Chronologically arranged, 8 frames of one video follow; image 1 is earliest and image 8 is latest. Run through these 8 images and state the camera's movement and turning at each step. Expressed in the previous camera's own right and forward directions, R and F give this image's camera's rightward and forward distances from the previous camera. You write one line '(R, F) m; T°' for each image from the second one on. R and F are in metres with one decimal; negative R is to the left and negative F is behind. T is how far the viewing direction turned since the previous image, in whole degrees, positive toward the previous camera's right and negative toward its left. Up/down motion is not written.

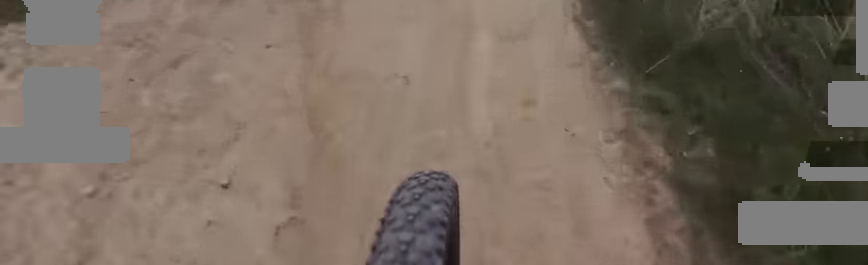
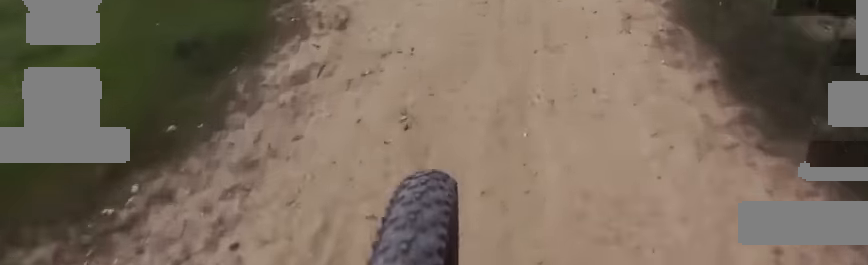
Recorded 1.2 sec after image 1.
(+0.9, +10.0) m; -5°
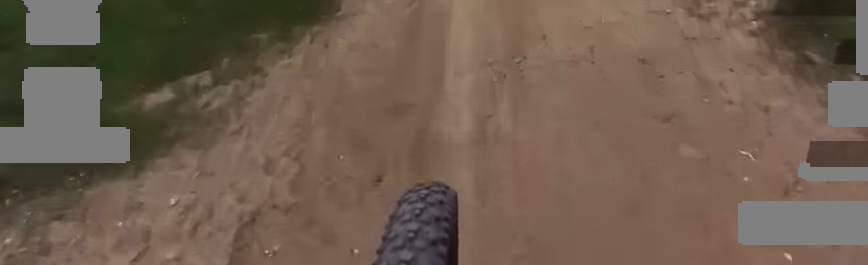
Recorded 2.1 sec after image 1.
(-1.3, +7.0) m; -15°
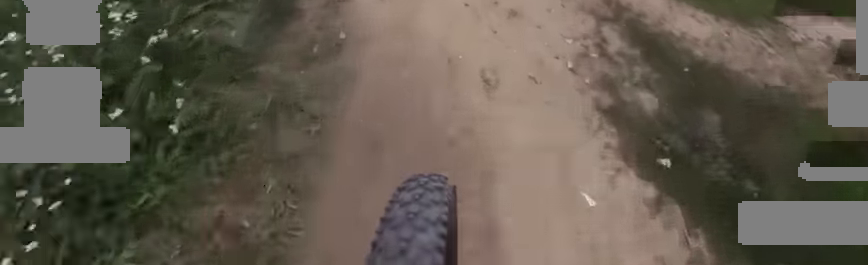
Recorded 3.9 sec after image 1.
(-1.2, +15.1) m; 0°
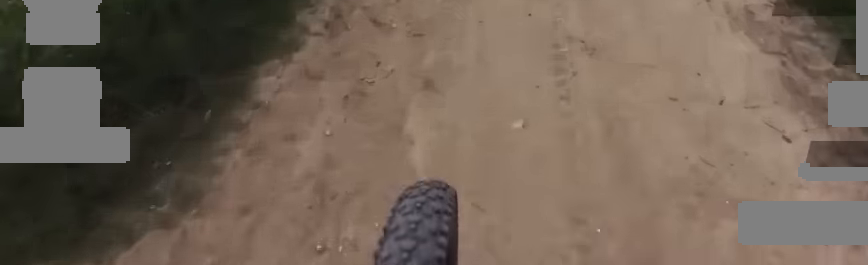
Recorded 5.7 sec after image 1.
(+2.3, +15.3) m; +19°
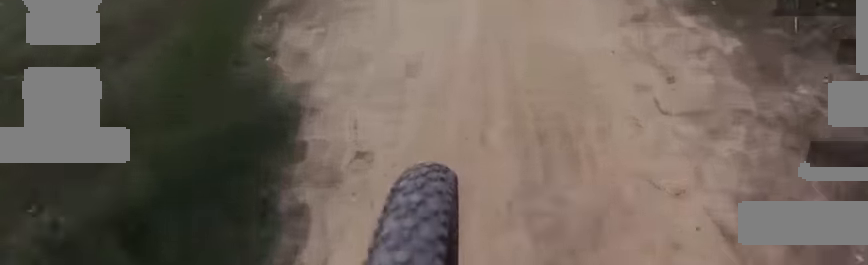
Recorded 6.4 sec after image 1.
(+0.6, +5.3) m; +5°
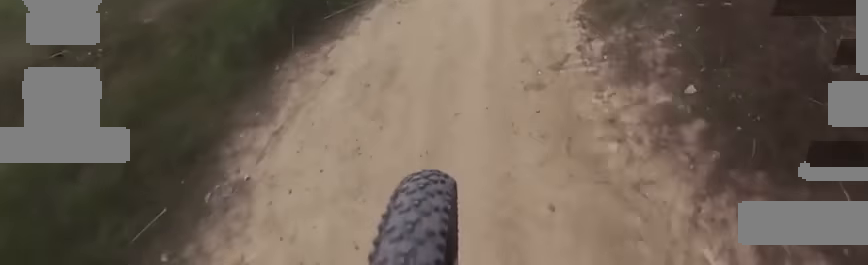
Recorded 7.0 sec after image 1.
(-0.3, +5.2) m; 0°
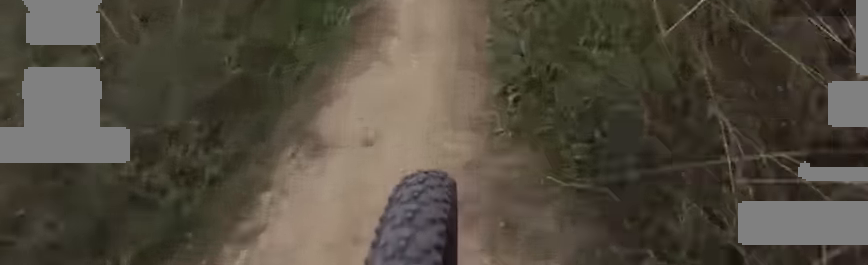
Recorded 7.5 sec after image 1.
(0.0, +3.8) m; 0°
